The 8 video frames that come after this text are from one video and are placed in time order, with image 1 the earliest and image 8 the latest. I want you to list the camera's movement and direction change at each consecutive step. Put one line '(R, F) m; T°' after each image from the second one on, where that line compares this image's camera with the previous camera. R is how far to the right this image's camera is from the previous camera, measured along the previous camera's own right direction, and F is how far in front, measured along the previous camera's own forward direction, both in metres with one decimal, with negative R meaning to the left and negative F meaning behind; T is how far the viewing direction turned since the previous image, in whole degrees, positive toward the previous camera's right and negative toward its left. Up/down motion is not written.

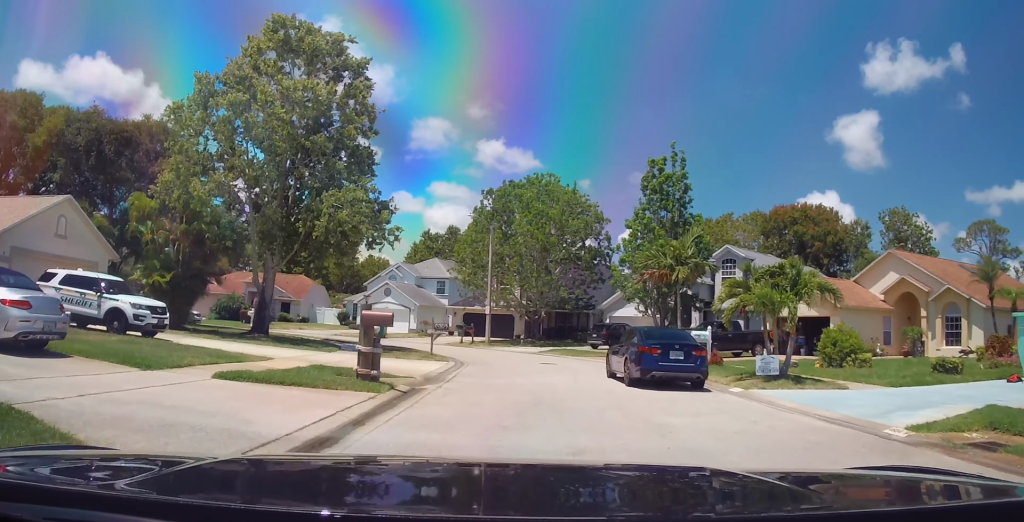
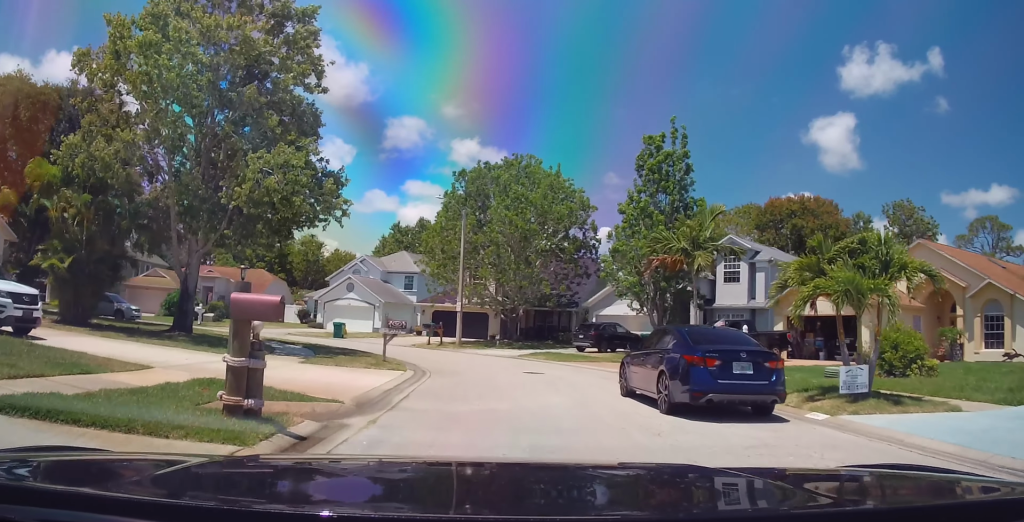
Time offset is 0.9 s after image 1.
(+0.3, +4.4) m; +3°
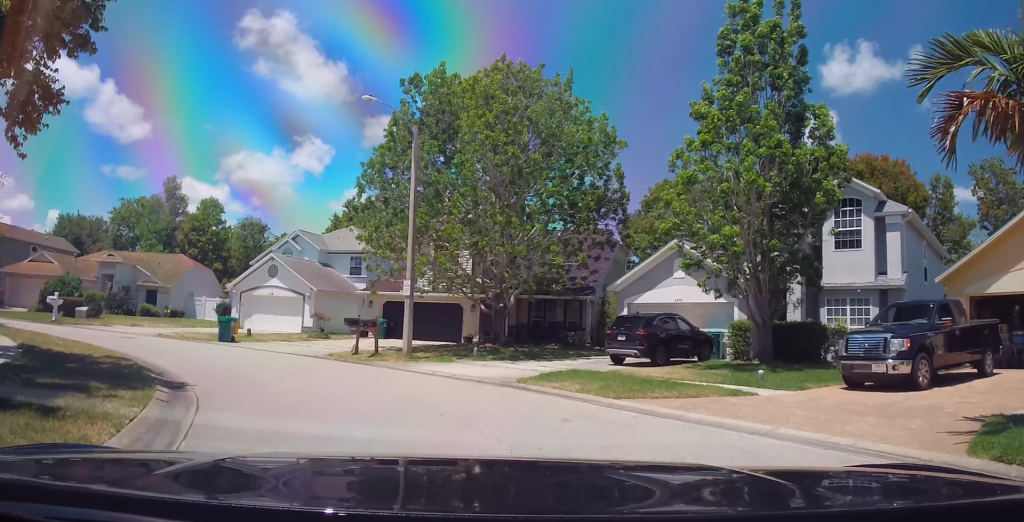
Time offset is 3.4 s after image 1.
(0.0, +14.0) m; 0°
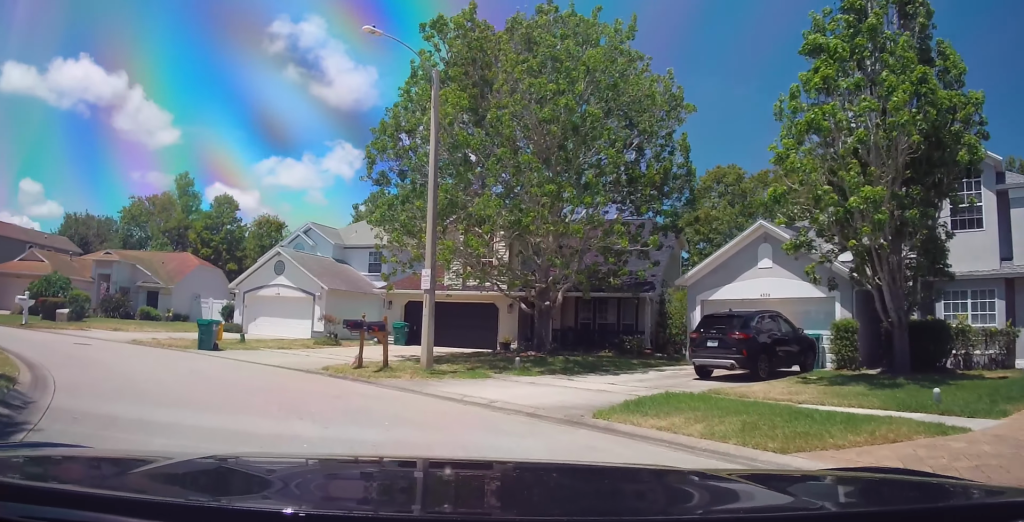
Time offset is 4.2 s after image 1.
(0.0, +5.1) m; -4°
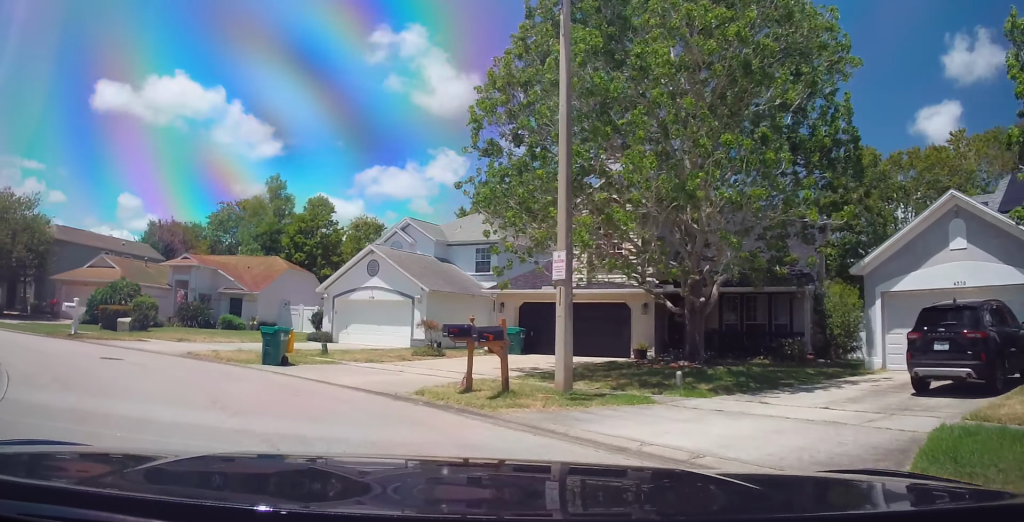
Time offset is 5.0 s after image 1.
(-0.2, +4.3) m; -7°
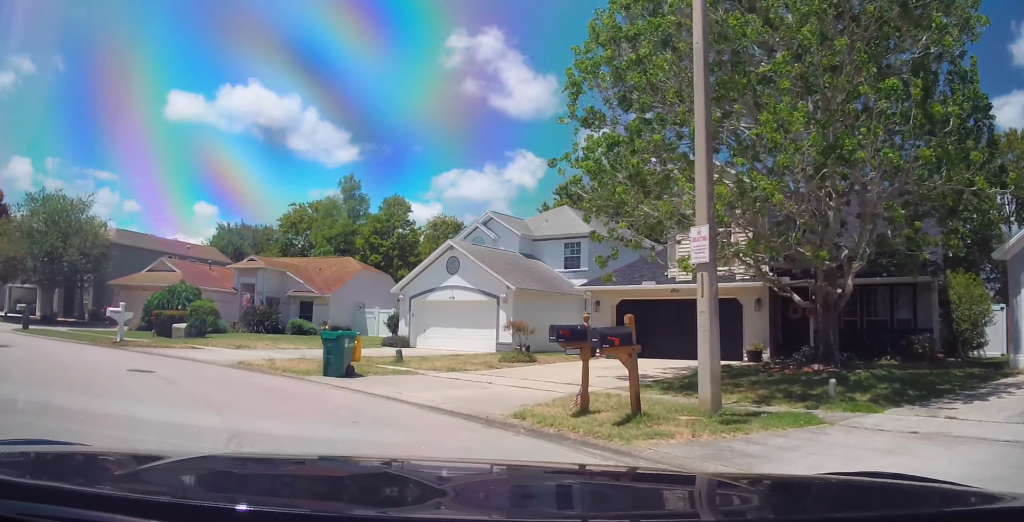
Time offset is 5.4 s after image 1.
(0.0, +2.6) m; -5°
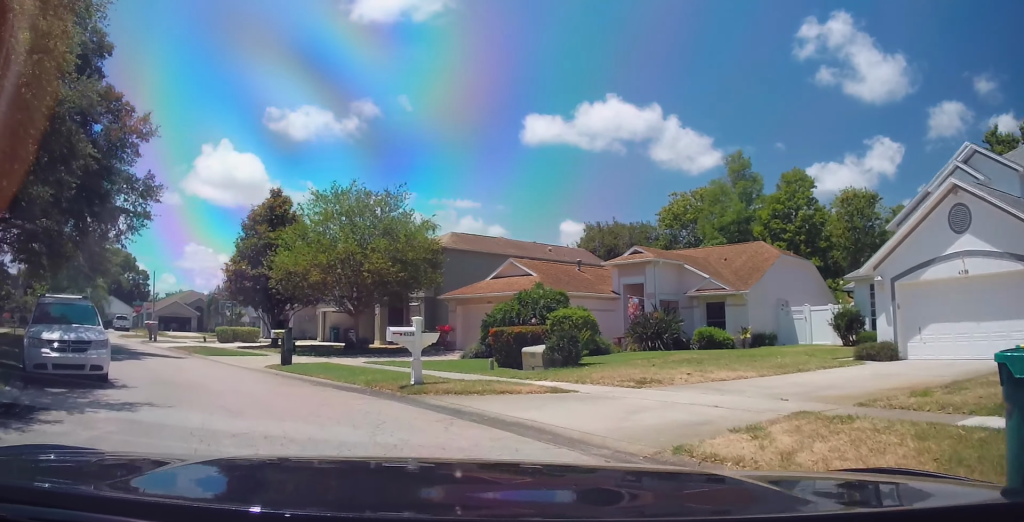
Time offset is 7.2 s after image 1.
(-2.6, +10.2) m; -30°
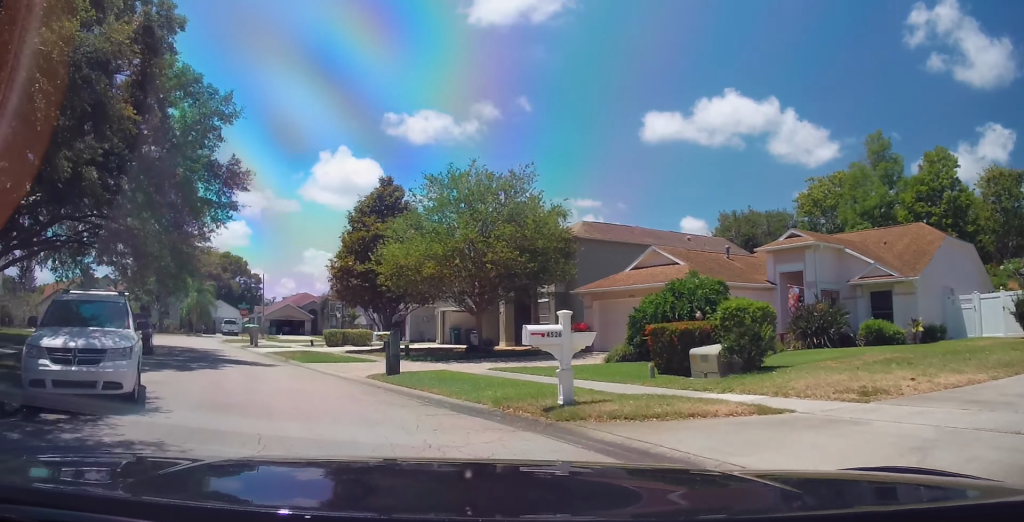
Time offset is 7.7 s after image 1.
(-0.3, +3.5) m; -11°
